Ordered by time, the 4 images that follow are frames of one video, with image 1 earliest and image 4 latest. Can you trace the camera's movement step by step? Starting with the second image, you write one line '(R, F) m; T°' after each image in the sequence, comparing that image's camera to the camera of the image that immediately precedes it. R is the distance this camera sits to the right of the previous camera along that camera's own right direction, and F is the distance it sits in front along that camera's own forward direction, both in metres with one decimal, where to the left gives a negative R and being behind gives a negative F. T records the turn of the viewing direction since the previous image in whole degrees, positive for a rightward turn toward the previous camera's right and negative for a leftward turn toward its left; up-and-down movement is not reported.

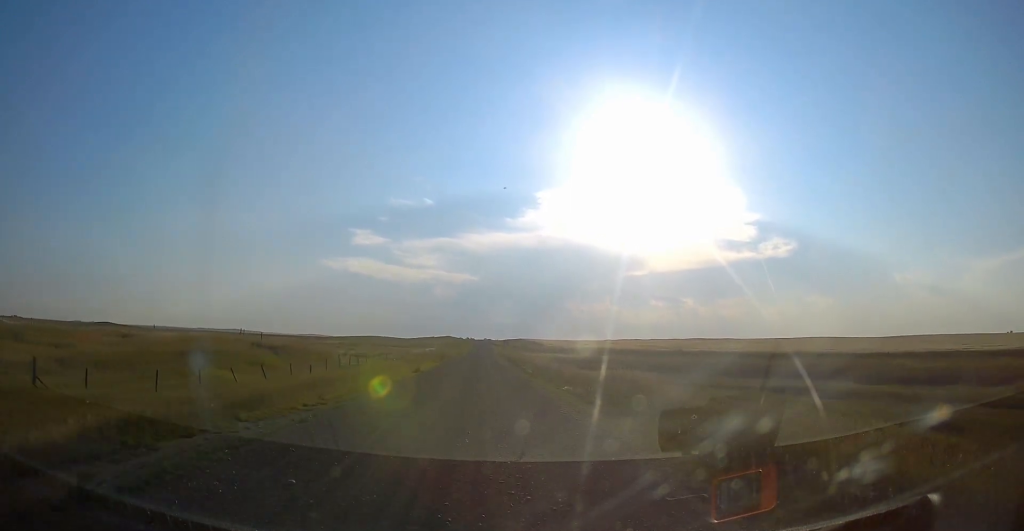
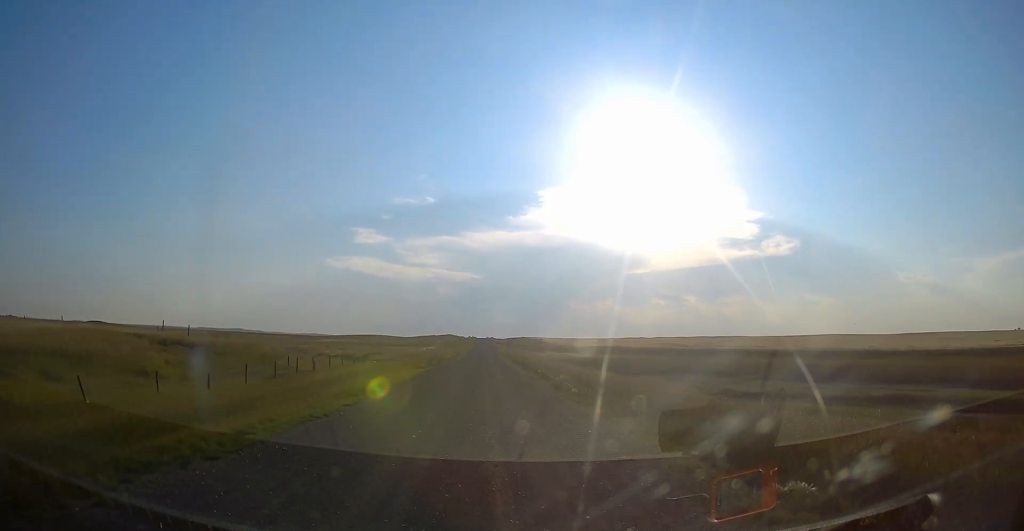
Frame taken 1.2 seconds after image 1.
(0.0, +17.9) m; +1°
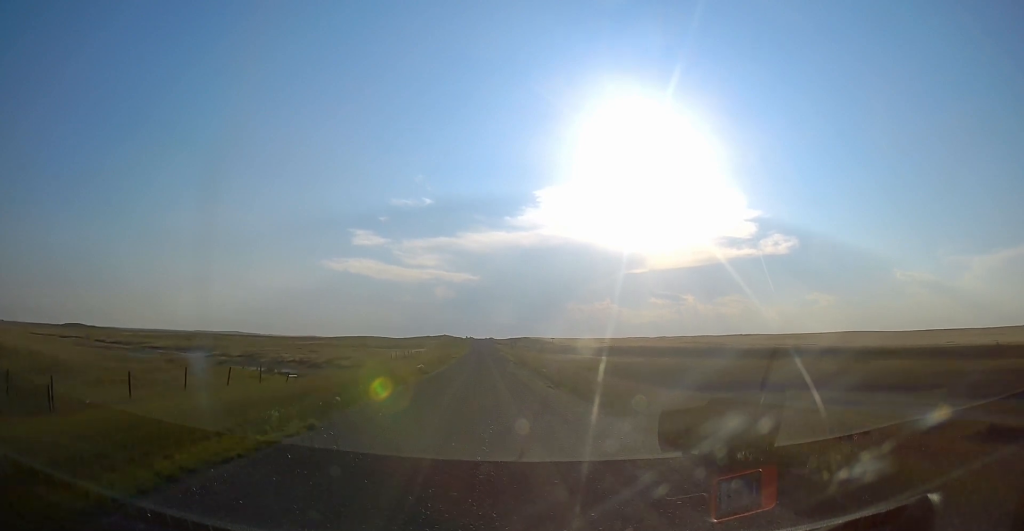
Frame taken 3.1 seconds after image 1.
(+0.5, +30.3) m; 0°
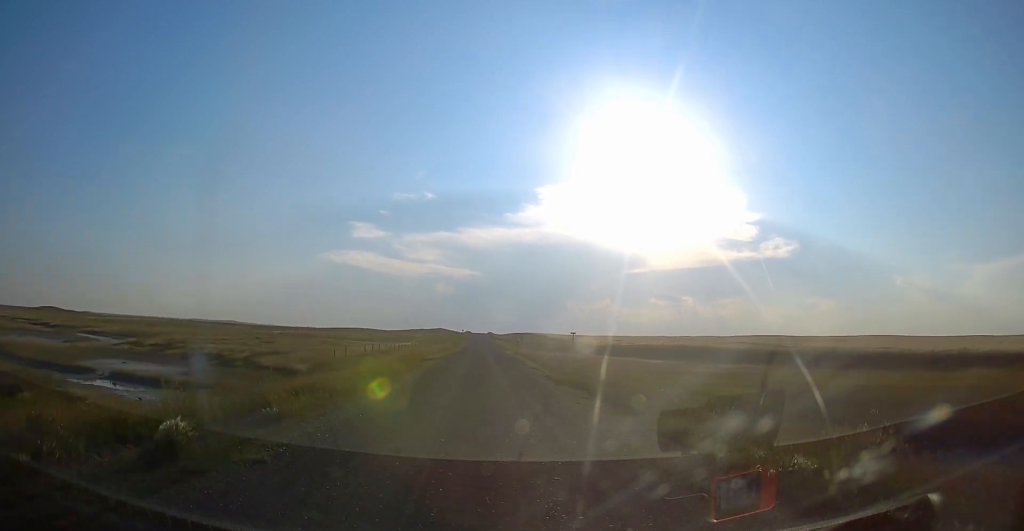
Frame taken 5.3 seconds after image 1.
(-0.6, +33.3) m; -1°
